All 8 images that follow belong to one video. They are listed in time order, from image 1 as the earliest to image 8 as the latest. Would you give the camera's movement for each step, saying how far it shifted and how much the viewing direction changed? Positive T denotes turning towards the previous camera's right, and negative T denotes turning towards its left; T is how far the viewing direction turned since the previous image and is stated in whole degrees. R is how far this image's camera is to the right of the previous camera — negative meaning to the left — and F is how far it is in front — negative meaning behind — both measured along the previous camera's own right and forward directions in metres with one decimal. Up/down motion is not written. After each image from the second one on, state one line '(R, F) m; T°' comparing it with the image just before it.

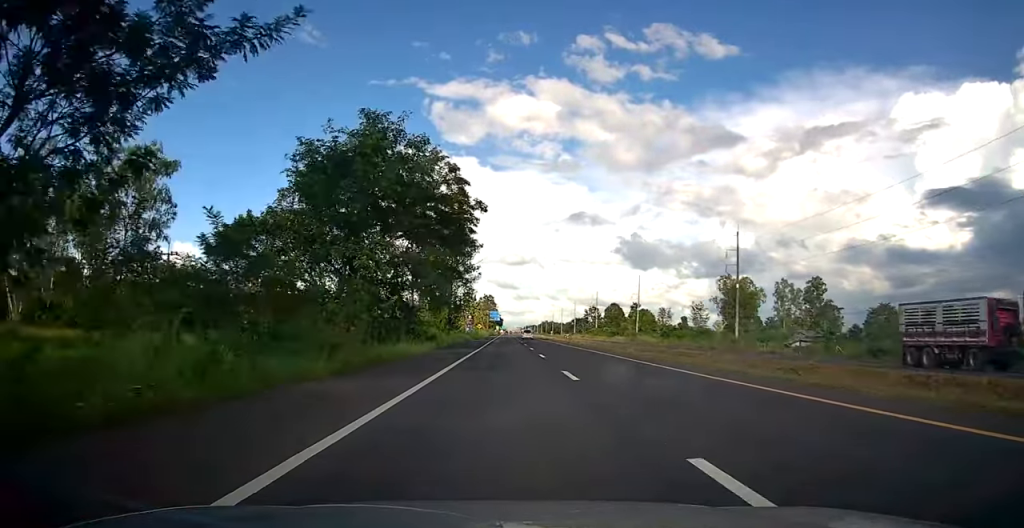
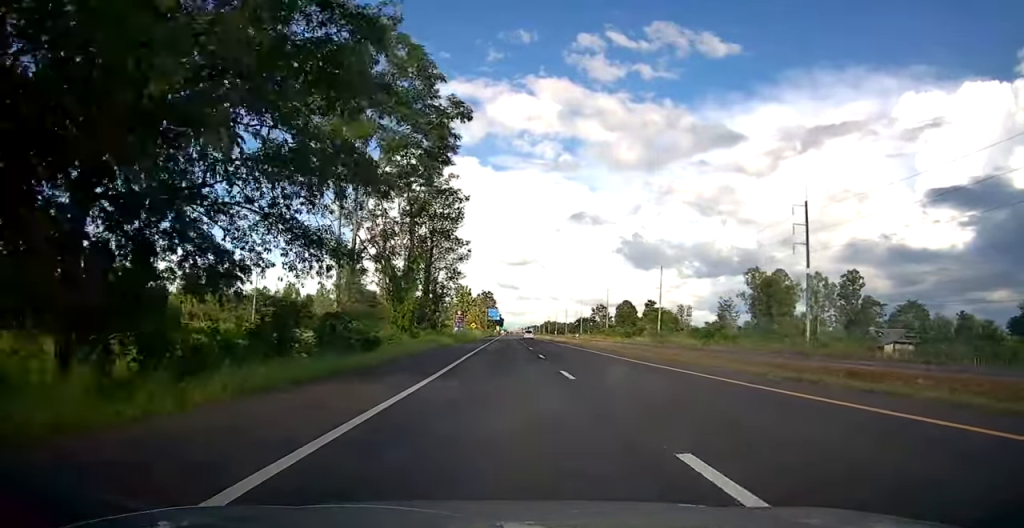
(+0.4, +24.2) m; +1°
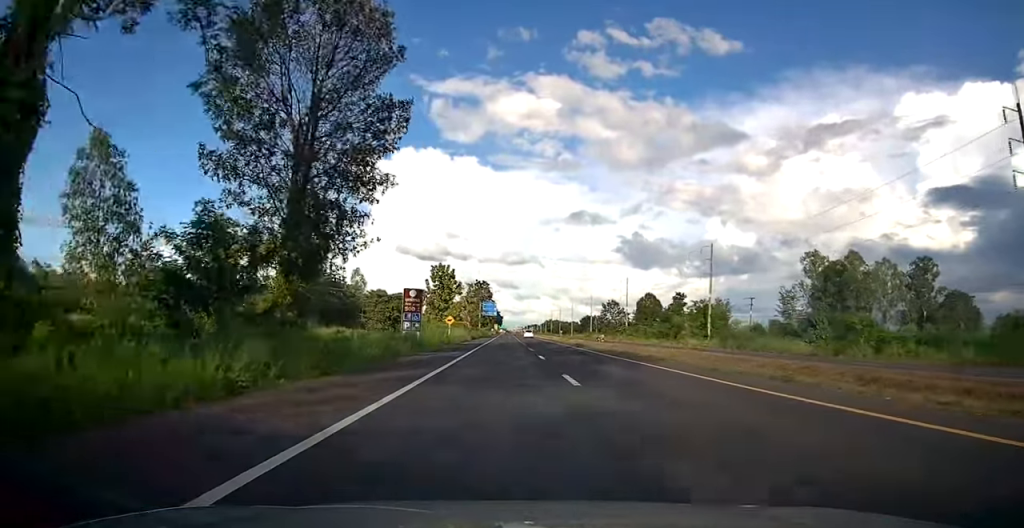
(-0.4, +38.2) m; -2°
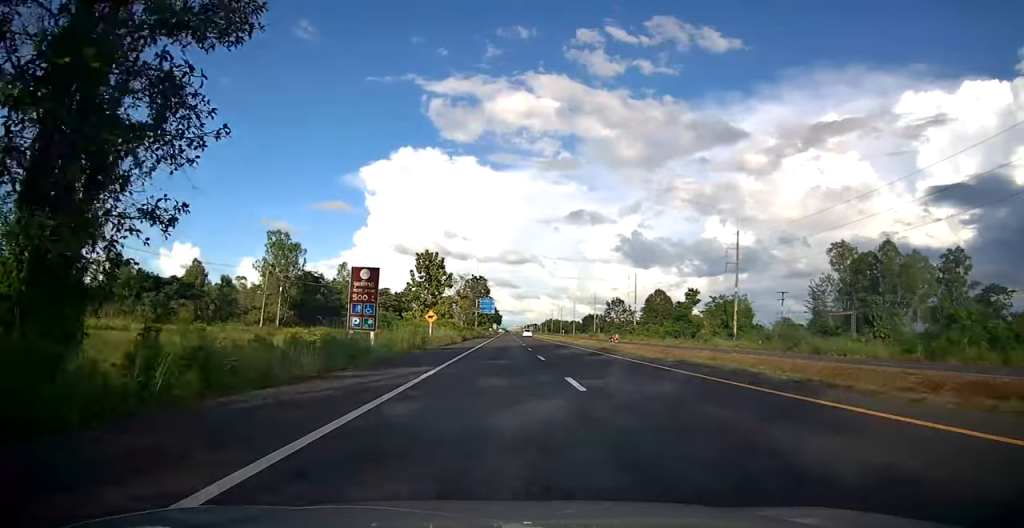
(-0.1, +13.6) m; 0°
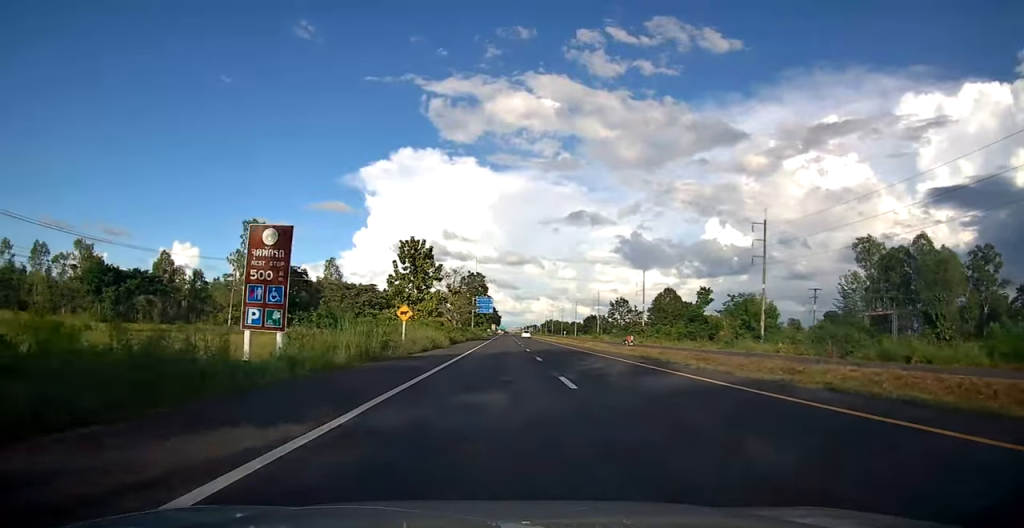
(0.0, +11.2) m; 0°
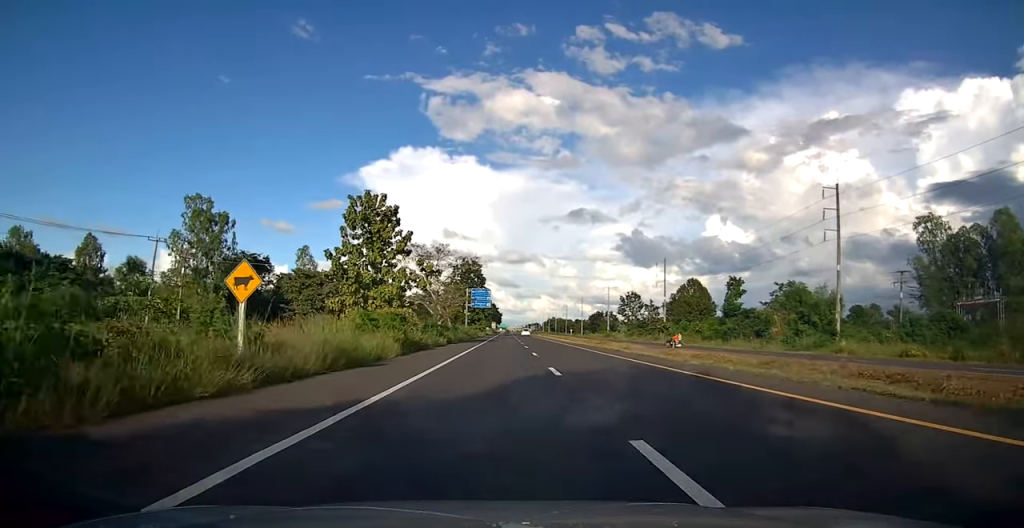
(+0.1, +21.4) m; 0°
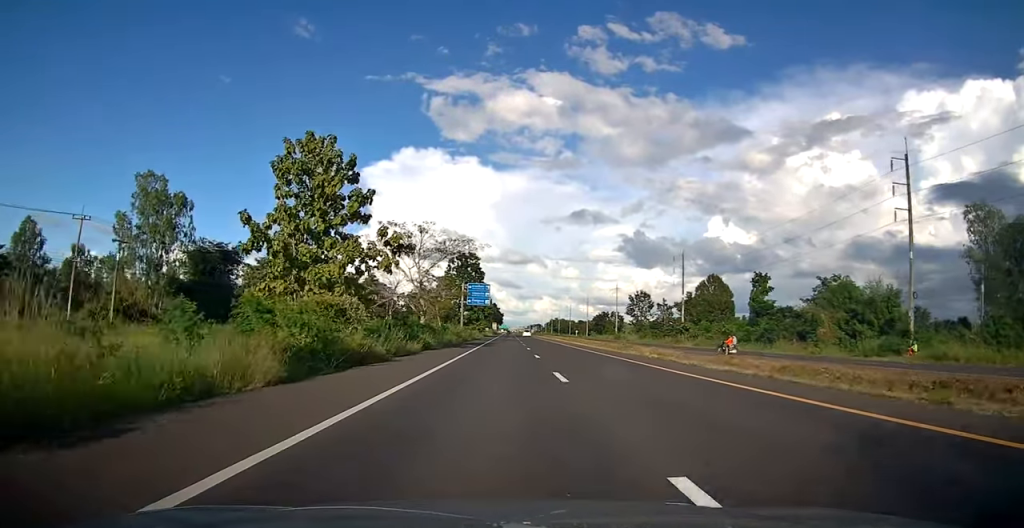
(0.0, +13.6) m; 0°
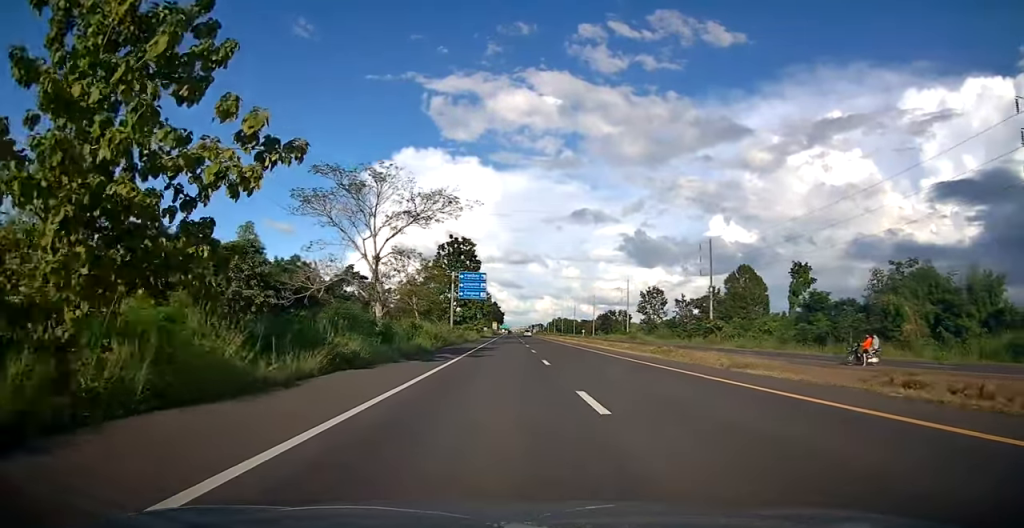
(0.0, +17.5) m; 0°
